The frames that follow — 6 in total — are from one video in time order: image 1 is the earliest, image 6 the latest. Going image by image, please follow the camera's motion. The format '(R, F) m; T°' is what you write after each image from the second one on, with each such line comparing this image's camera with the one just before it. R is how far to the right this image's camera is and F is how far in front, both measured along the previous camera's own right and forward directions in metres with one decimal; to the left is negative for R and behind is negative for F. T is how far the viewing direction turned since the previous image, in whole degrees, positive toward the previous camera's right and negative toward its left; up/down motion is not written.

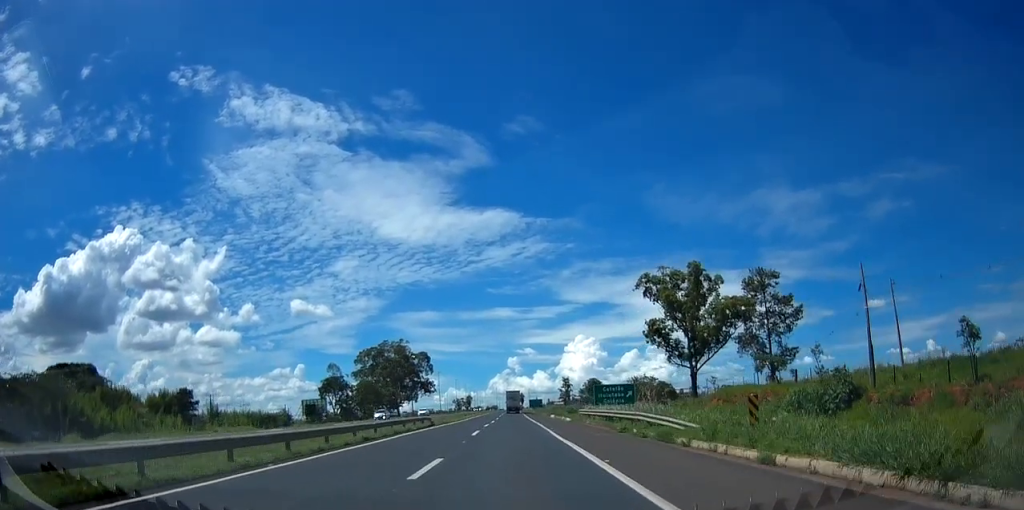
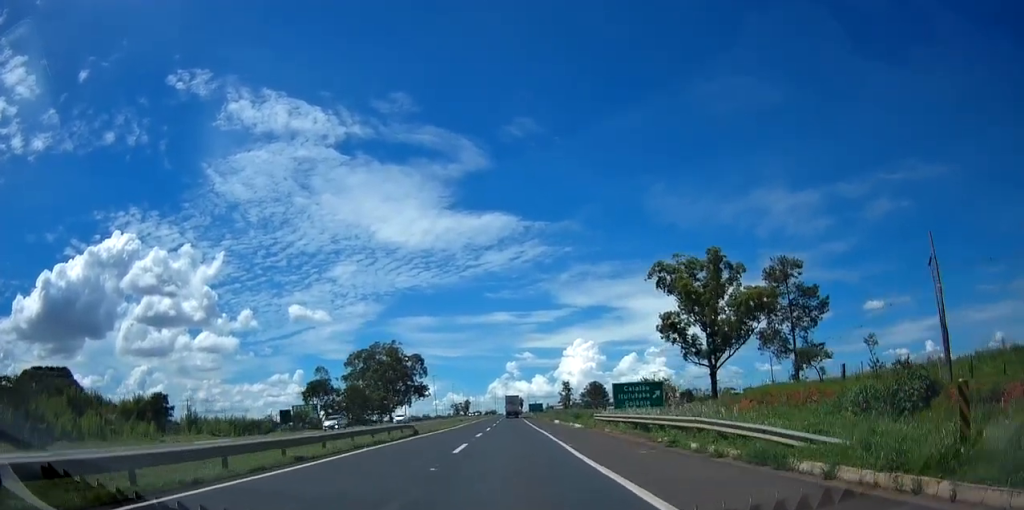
(+0.1, +8.3) m; 0°
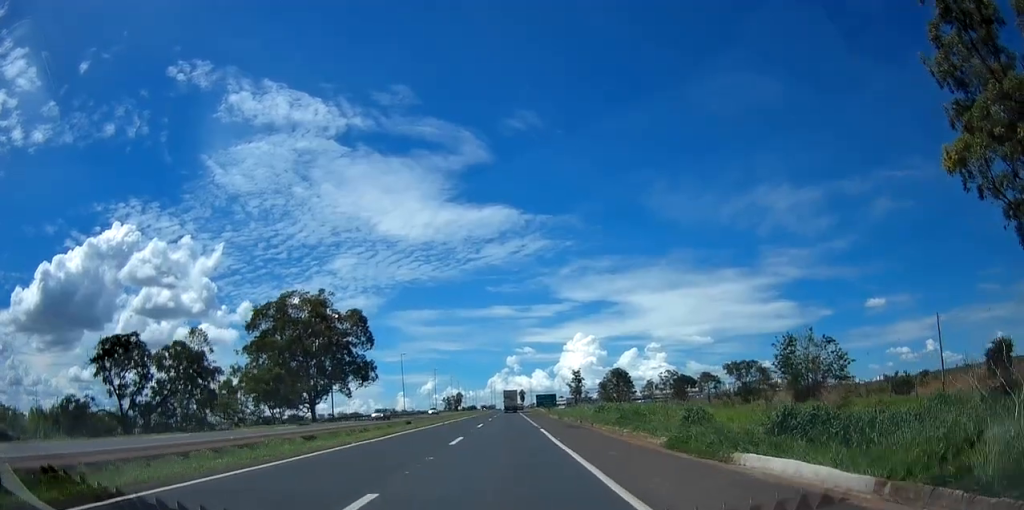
(0.0, +55.4) m; 0°
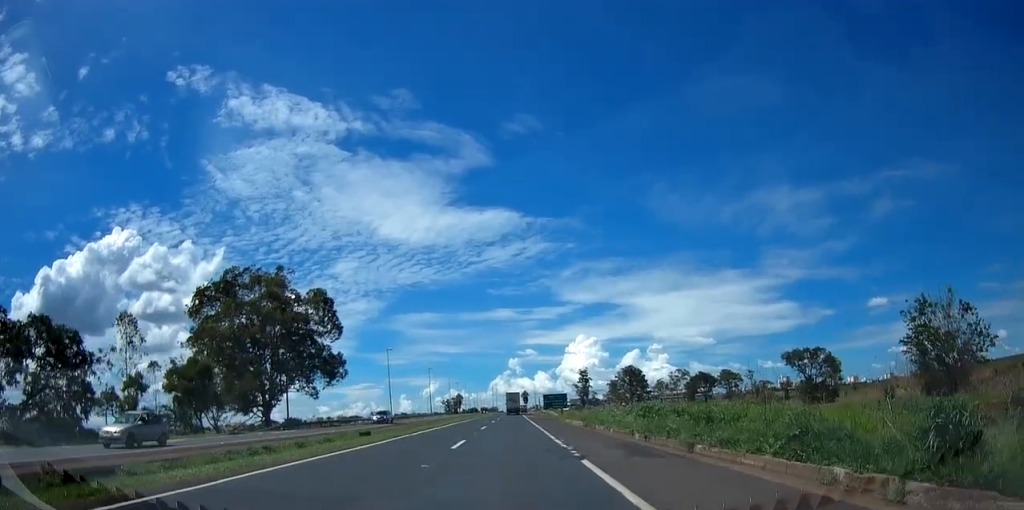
(+0.1, +17.8) m; 0°
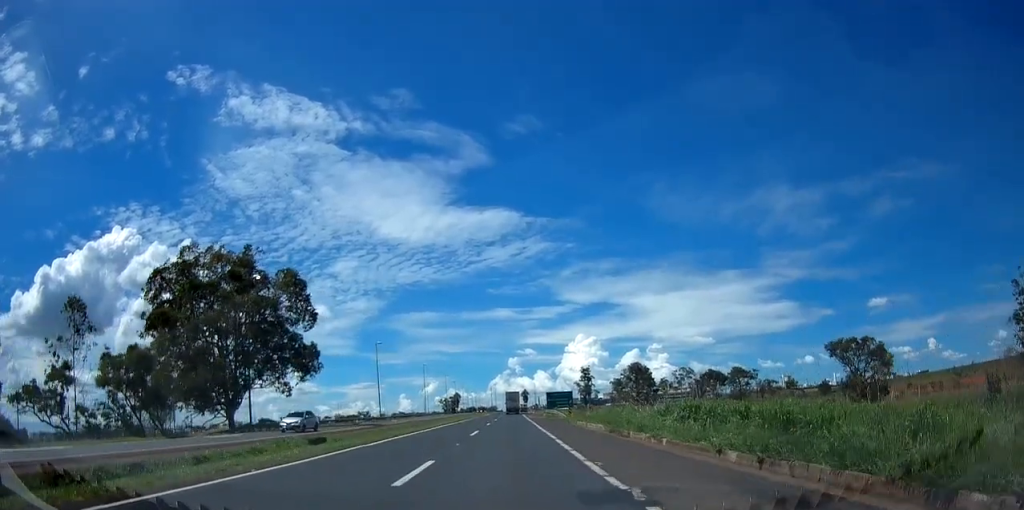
(+0.1, +9.8) m; 0°
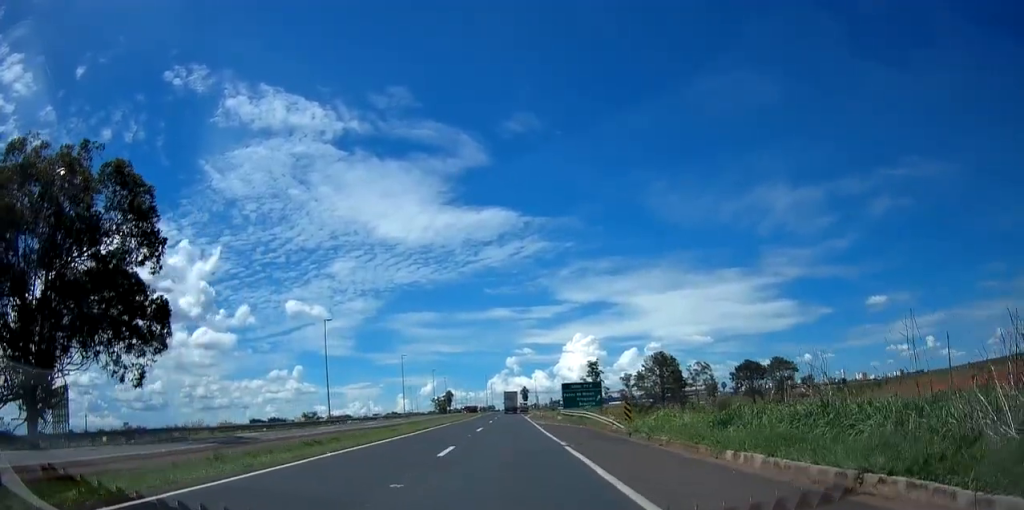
(0.0, +29.9) m; +1°
